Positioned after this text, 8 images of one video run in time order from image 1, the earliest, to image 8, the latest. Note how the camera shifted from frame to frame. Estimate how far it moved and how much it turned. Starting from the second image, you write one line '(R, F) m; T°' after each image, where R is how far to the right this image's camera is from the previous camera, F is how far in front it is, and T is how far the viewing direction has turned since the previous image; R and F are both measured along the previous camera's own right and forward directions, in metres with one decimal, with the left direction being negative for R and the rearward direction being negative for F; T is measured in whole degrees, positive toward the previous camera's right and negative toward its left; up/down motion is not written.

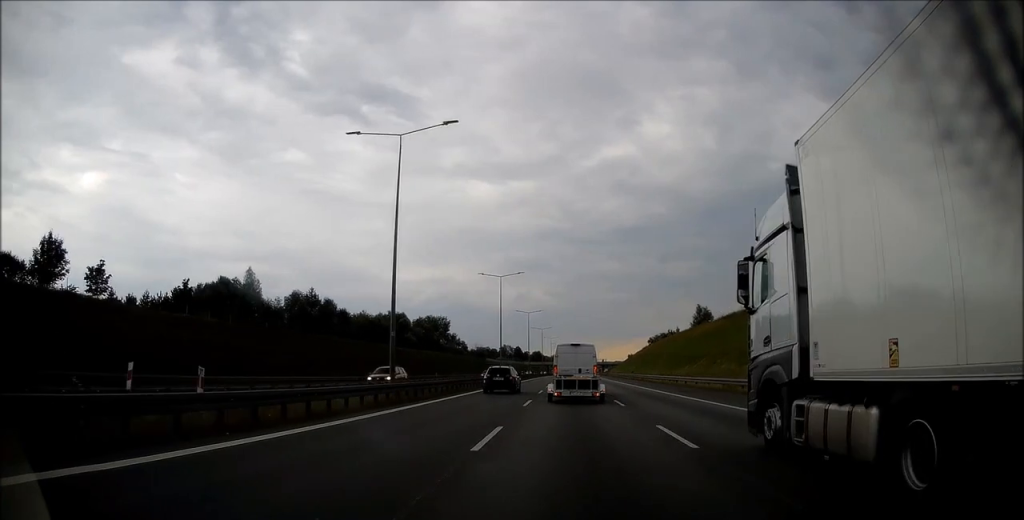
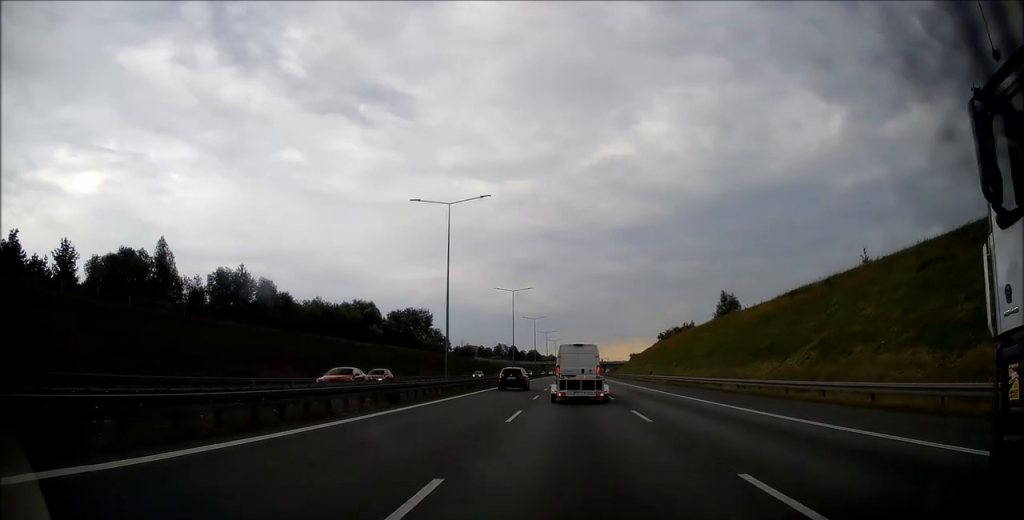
(+0.2, +30.8) m; +1°
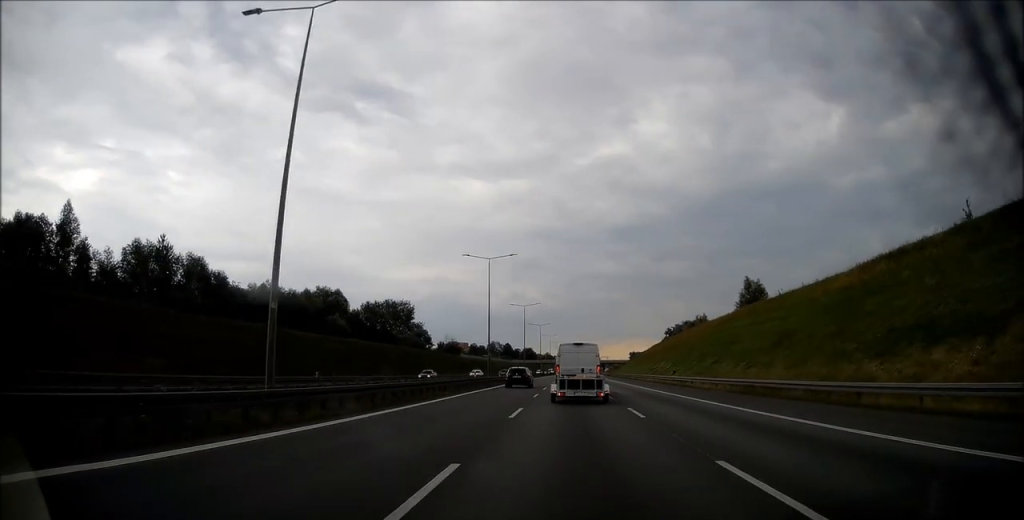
(+0.1, +23.0) m; +1°
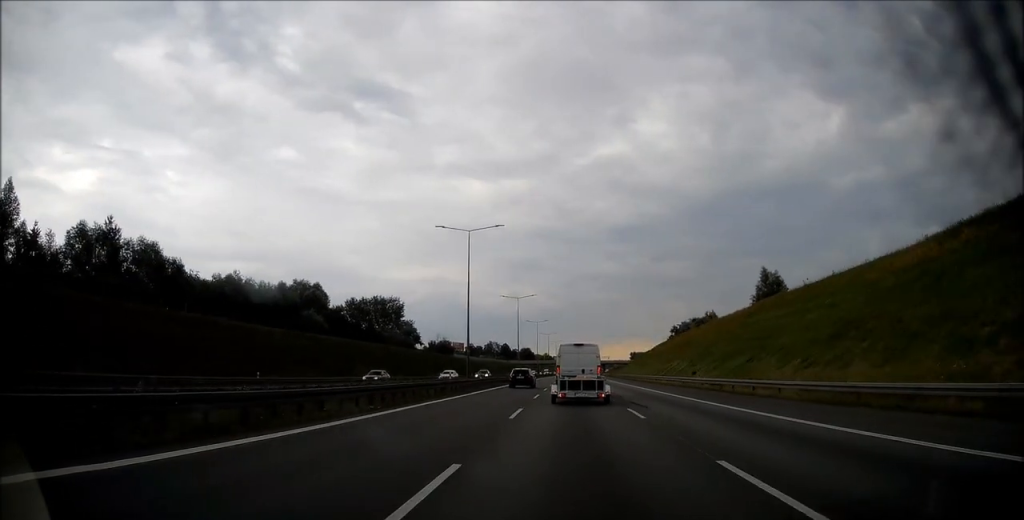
(-0.1, +12.0) m; 0°
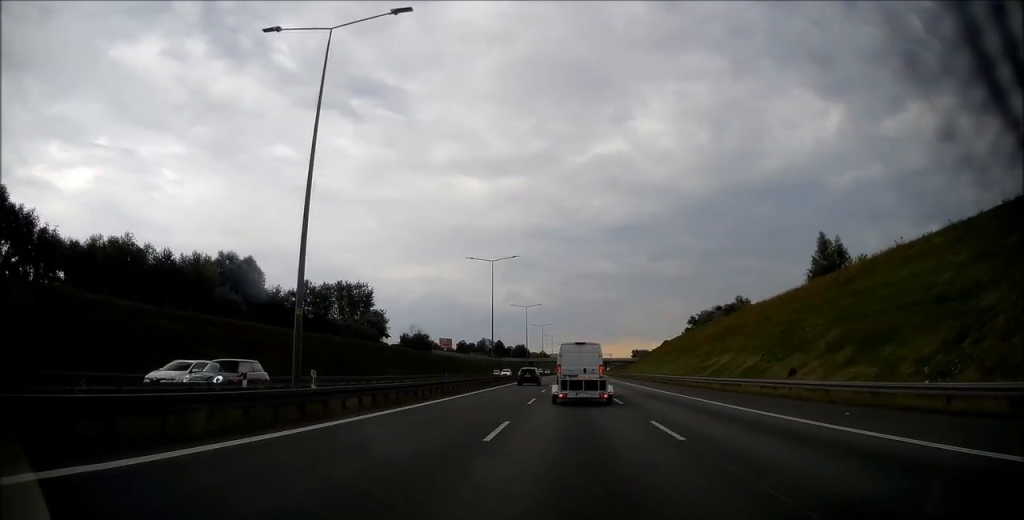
(+0.4, +28.2) m; 0°
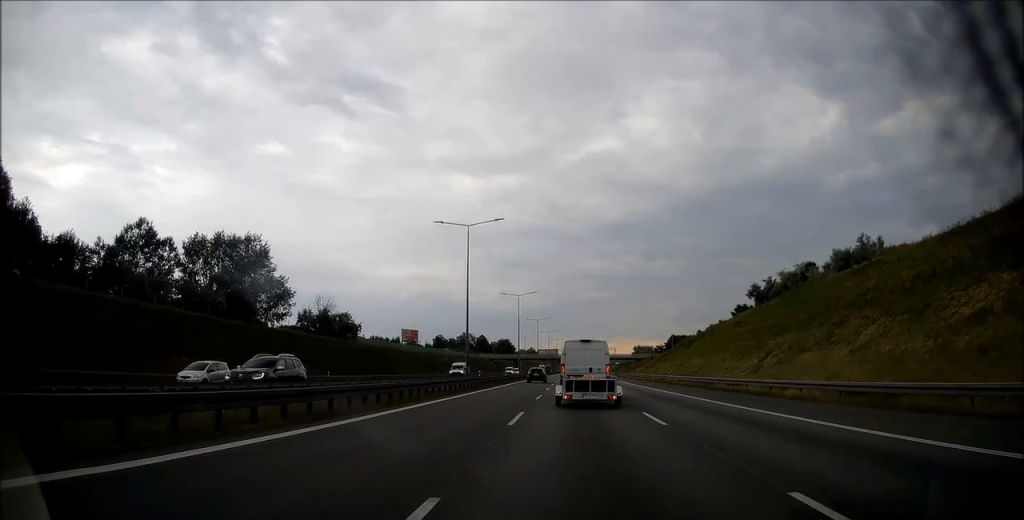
(-0.7, +57.1) m; 0°
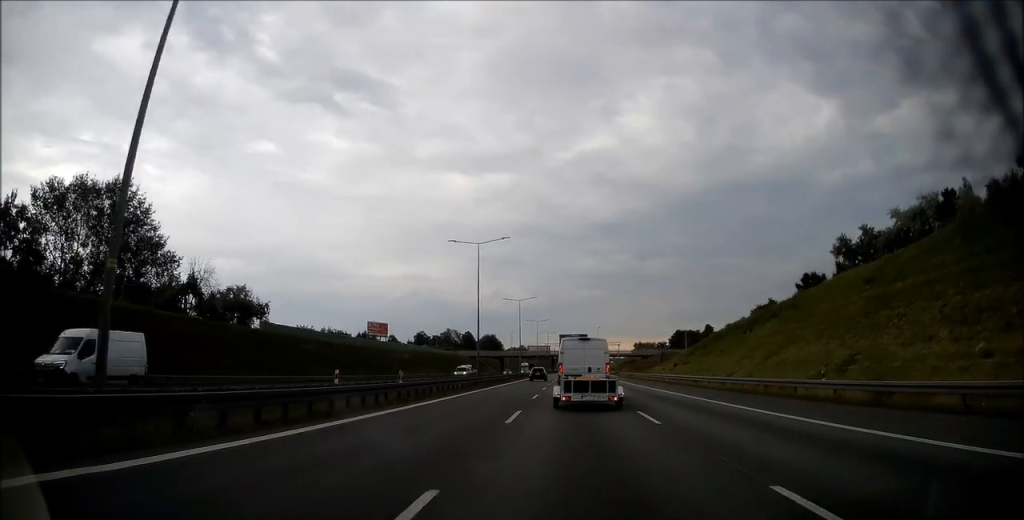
(+0.5, +35.9) m; +1°
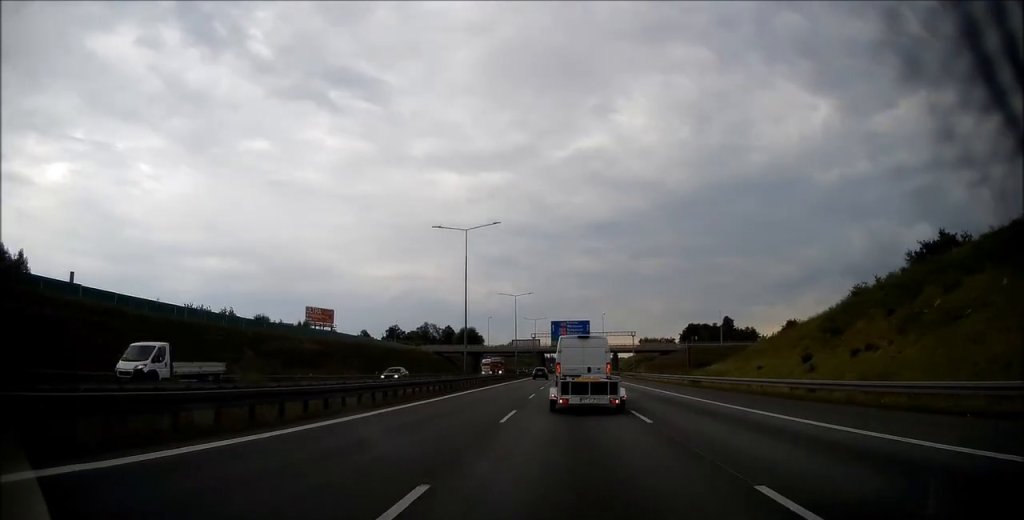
(+0.4, +48.2) m; +1°
